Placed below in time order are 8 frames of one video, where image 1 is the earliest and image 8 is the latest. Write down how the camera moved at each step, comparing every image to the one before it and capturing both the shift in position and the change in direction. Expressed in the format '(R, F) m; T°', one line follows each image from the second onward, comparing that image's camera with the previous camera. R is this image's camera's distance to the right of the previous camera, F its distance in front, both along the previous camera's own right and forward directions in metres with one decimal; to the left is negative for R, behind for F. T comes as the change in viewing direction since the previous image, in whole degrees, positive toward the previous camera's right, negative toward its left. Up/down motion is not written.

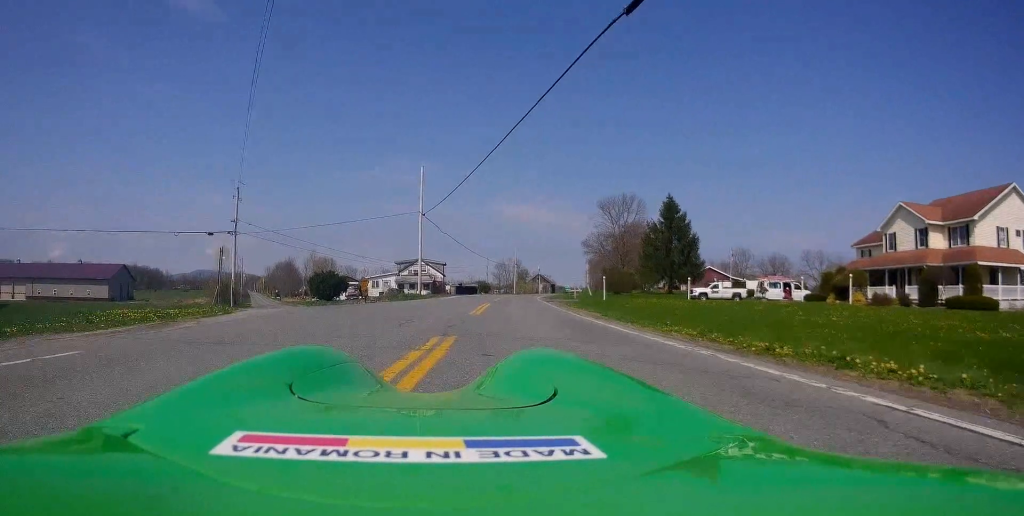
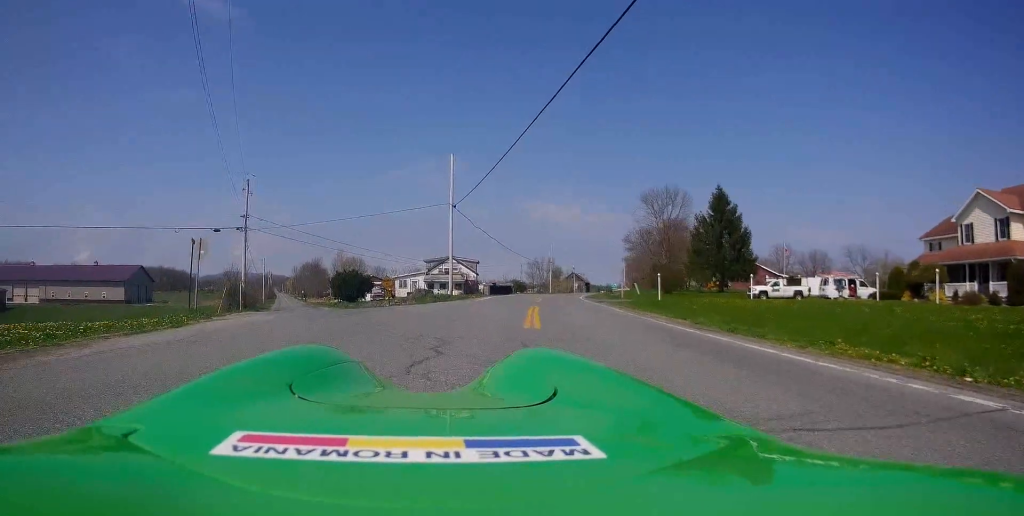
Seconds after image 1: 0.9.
(-0.6, +5.6) m; -6°
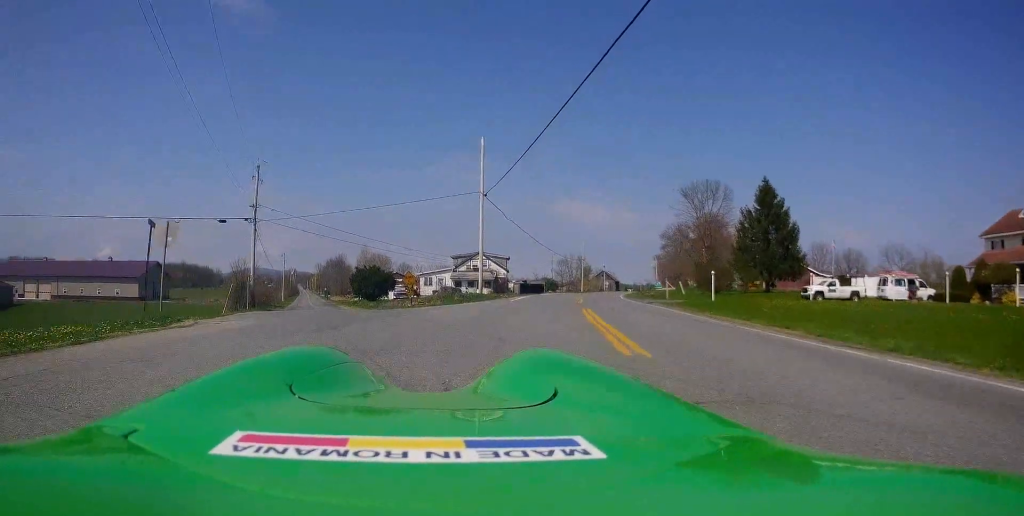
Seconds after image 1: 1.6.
(-0.1, +4.4) m; -3°
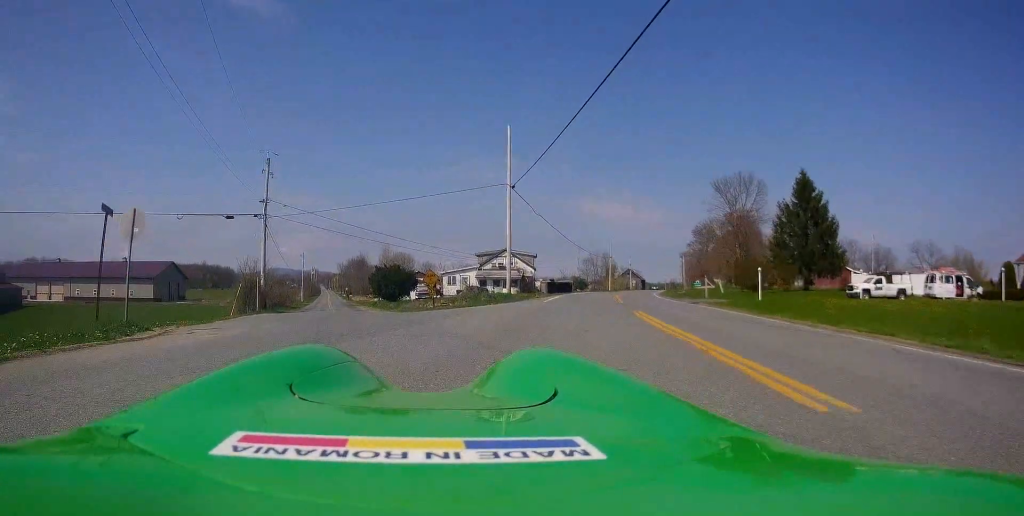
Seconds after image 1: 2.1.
(+0.1, +3.1) m; -1°
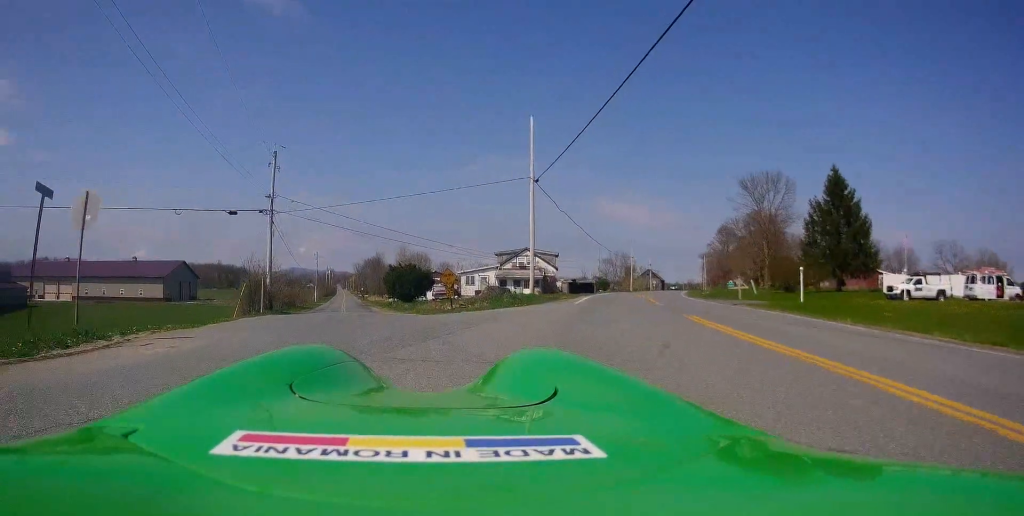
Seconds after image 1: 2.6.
(-0.2, +2.8) m; -1°
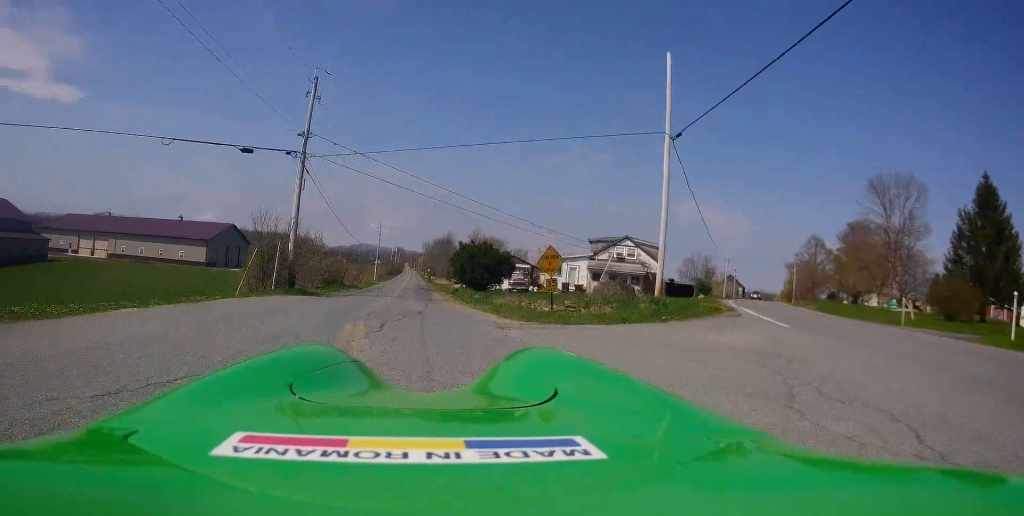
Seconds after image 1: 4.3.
(-0.2, +10.8) m; -5°
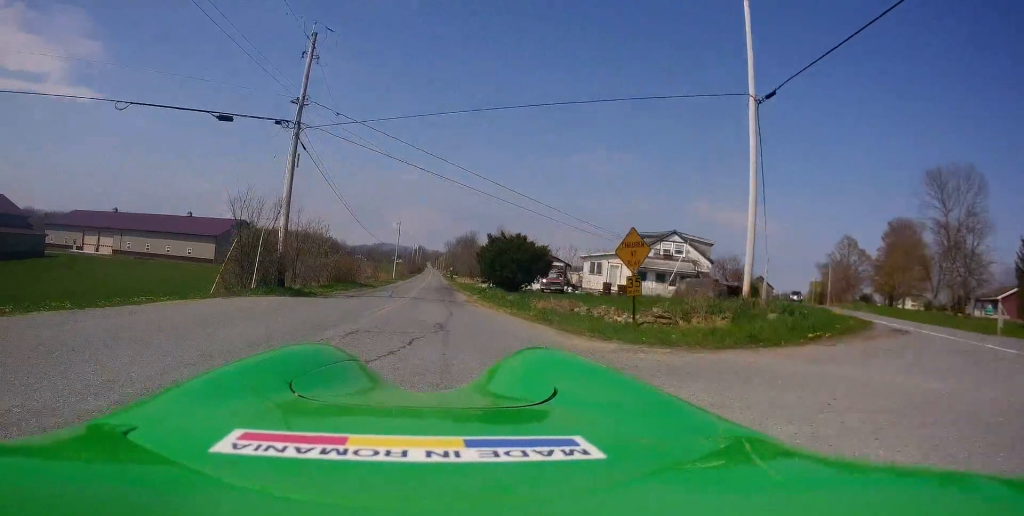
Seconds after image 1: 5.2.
(-0.6, +5.9) m; -3°
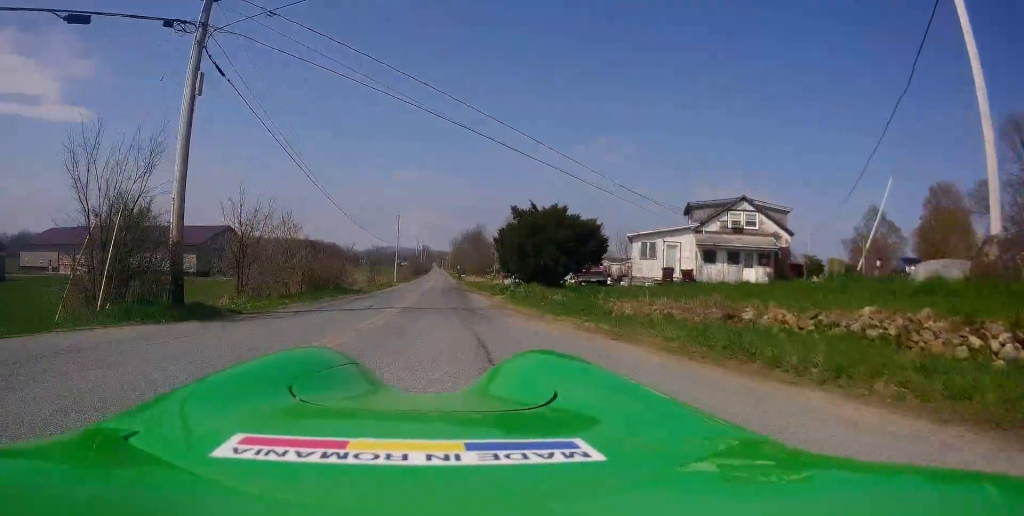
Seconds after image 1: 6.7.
(+0.1, +10.3) m; -2°
